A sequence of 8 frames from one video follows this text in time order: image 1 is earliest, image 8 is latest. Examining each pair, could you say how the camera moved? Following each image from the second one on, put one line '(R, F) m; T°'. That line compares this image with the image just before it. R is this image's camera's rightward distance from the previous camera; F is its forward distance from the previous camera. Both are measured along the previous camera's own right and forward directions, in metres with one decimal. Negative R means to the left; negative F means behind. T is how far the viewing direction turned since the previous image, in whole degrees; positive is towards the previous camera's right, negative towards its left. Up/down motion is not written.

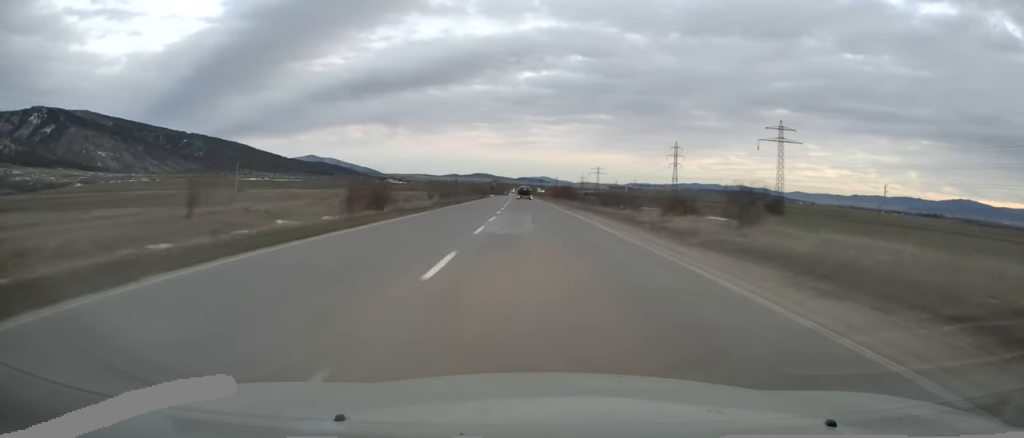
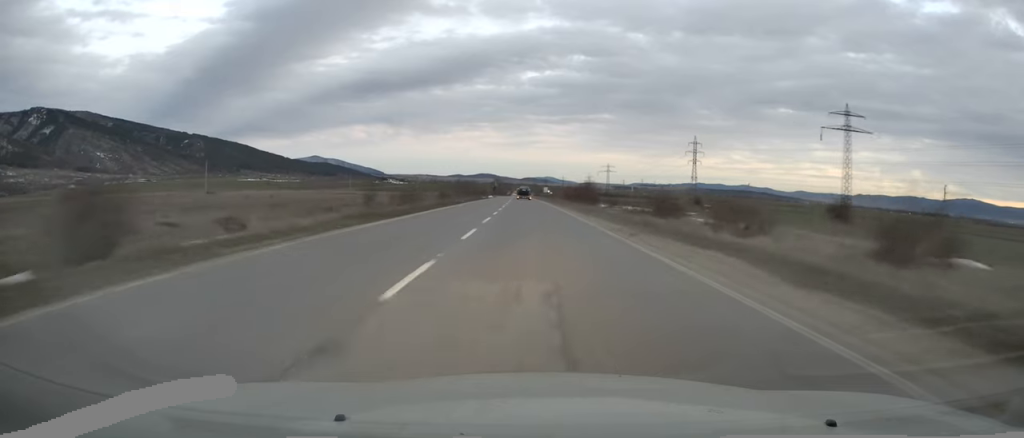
(-0.1, +24.3) m; 0°
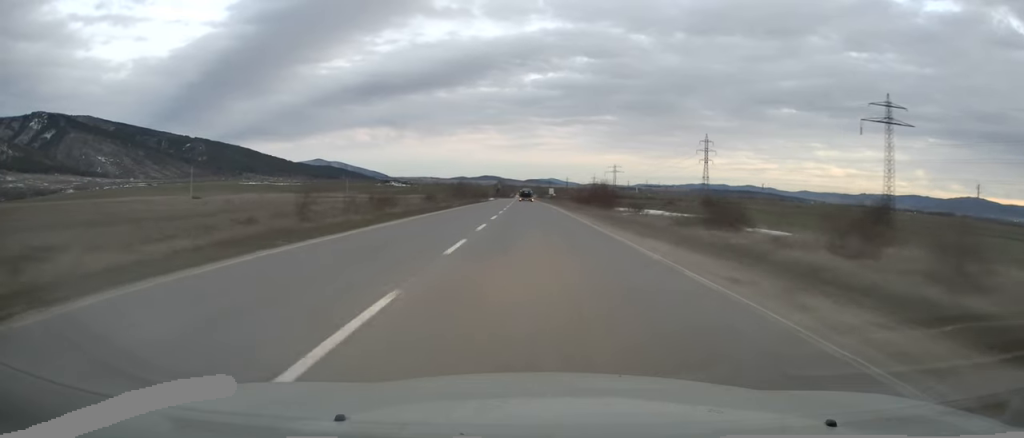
(0.0, +10.9) m; 0°
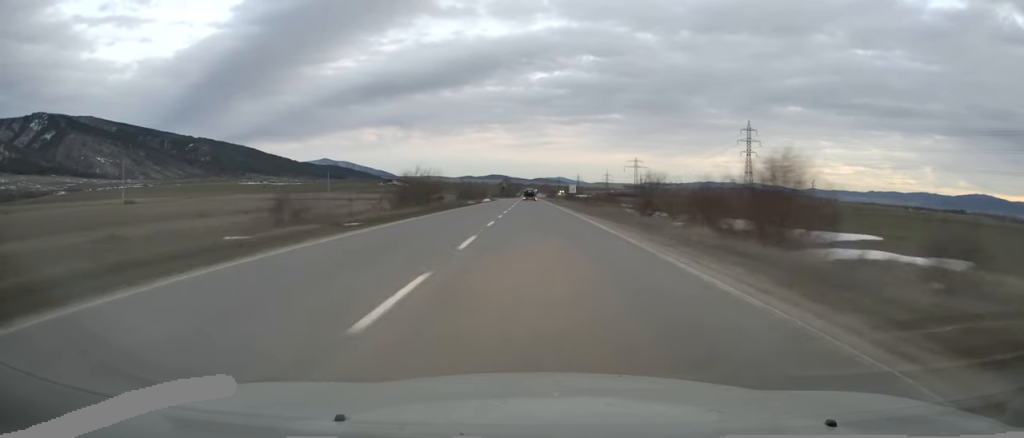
(-0.1, +37.0) m; -1°
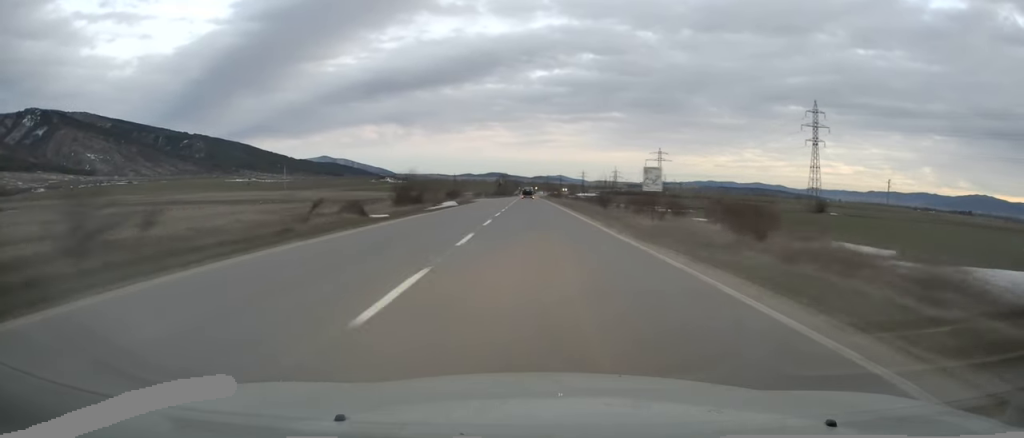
(-0.7, +45.4) m; -1°
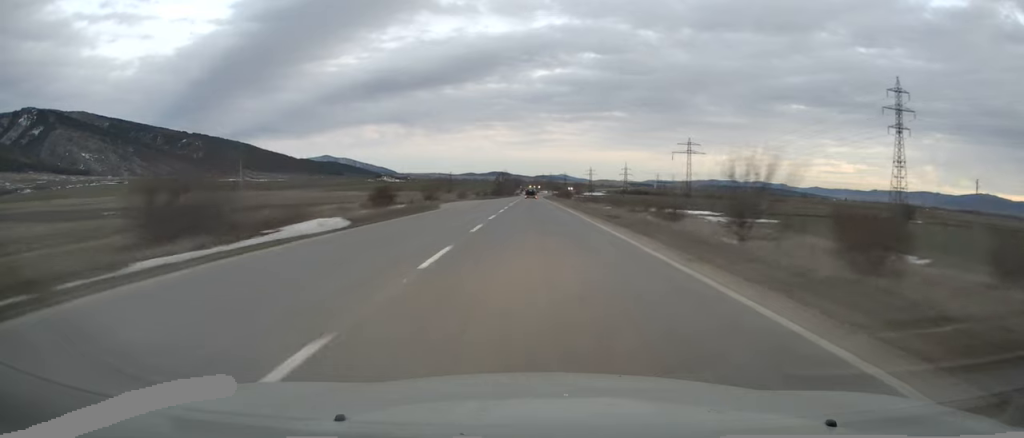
(+0.5, +34.5) m; +1°
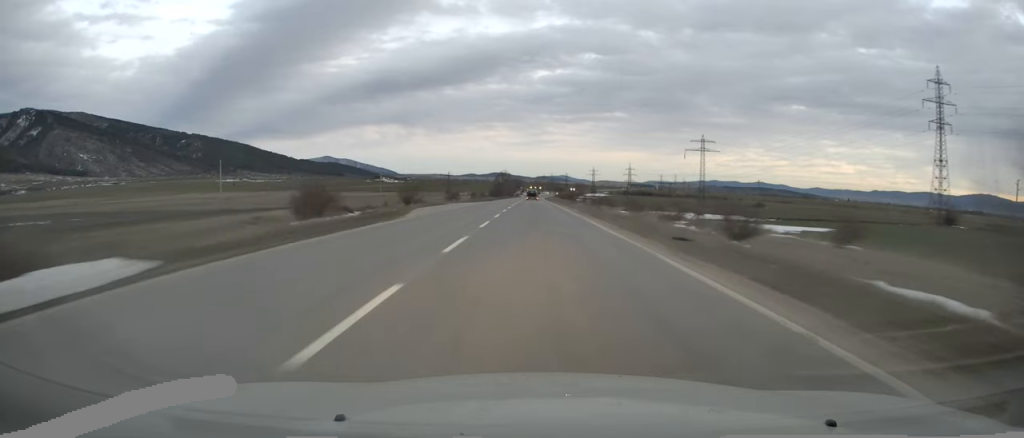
(+0.1, +12.6) m; 0°
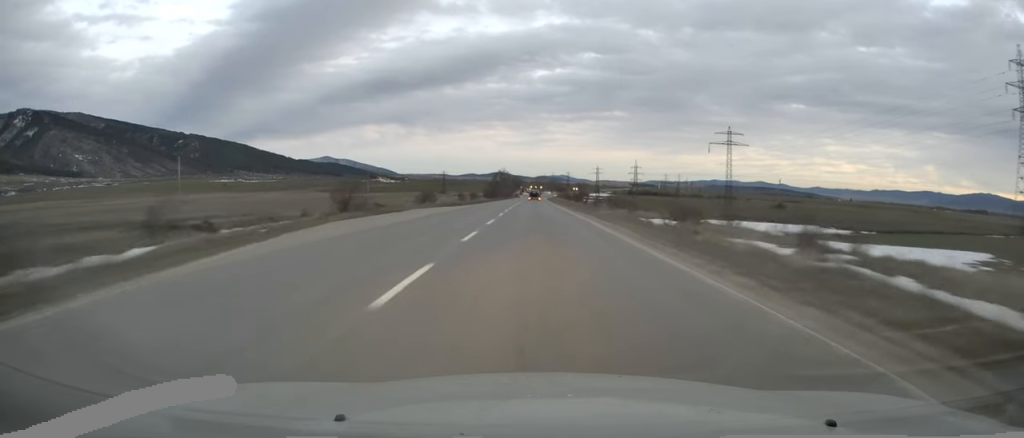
(-0.3, +20.9) m; 0°
